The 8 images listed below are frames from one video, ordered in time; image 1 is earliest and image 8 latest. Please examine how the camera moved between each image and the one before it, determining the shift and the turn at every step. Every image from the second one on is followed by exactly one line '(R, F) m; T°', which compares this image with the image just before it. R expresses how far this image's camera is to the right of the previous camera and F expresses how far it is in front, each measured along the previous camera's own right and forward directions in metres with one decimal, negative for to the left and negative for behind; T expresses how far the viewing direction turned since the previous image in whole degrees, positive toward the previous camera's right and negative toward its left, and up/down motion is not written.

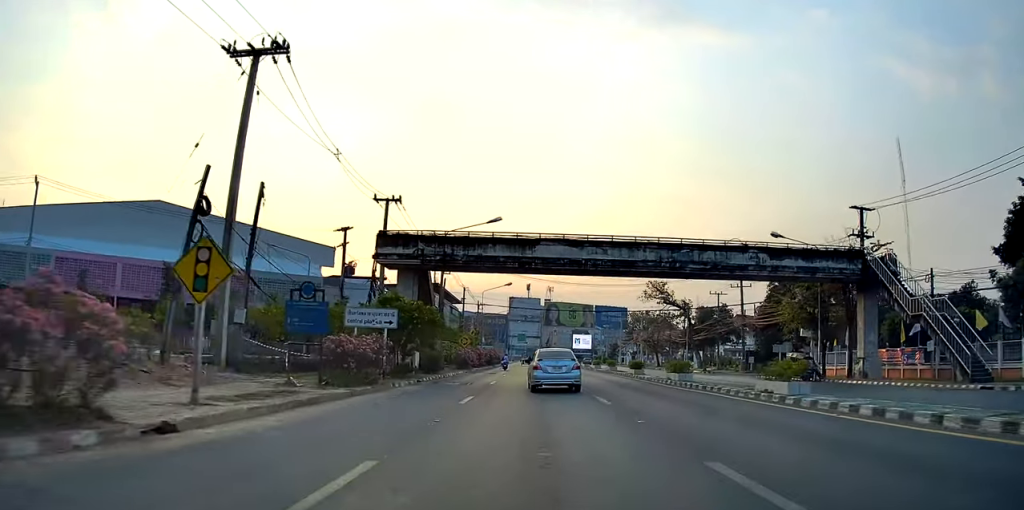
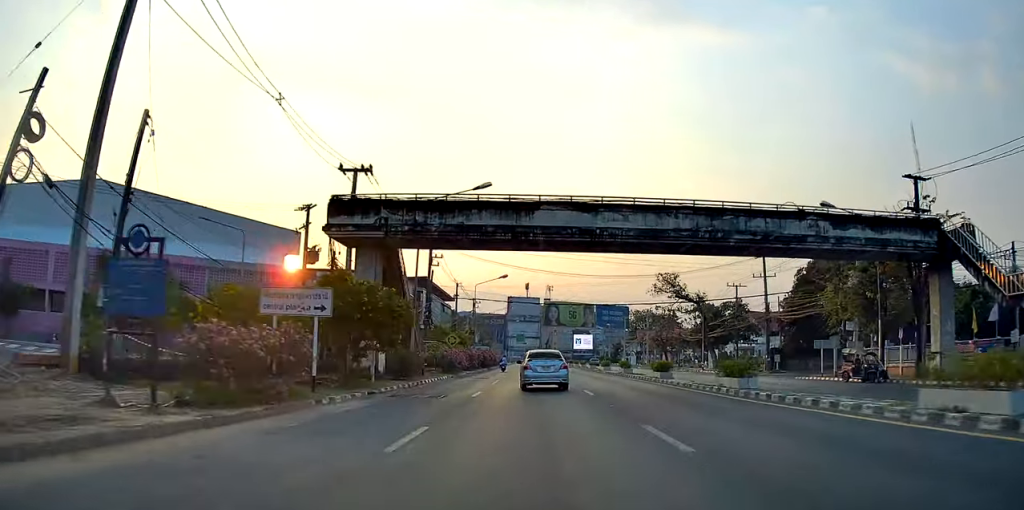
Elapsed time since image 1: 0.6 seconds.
(-0.3, +8.1) m; -2°
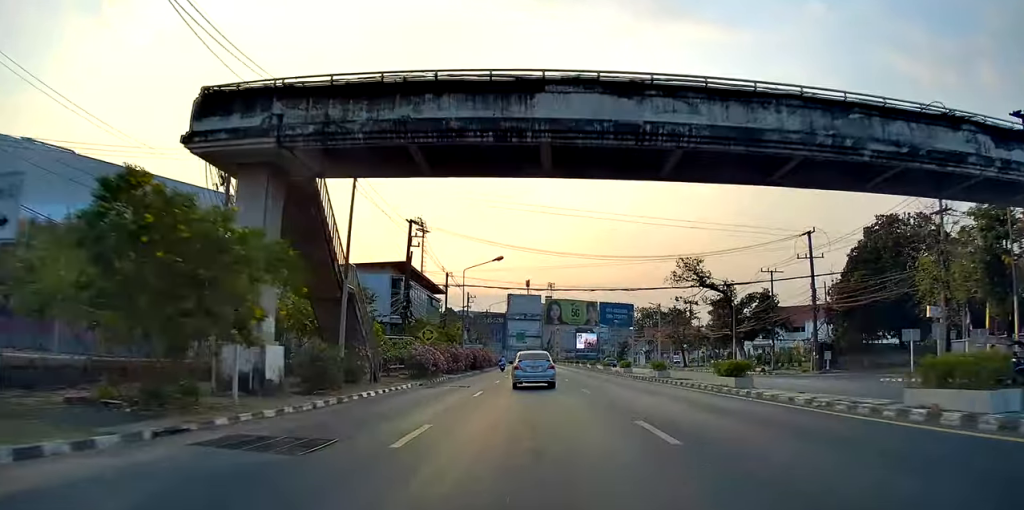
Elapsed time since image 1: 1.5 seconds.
(0.0, +12.0) m; +2°
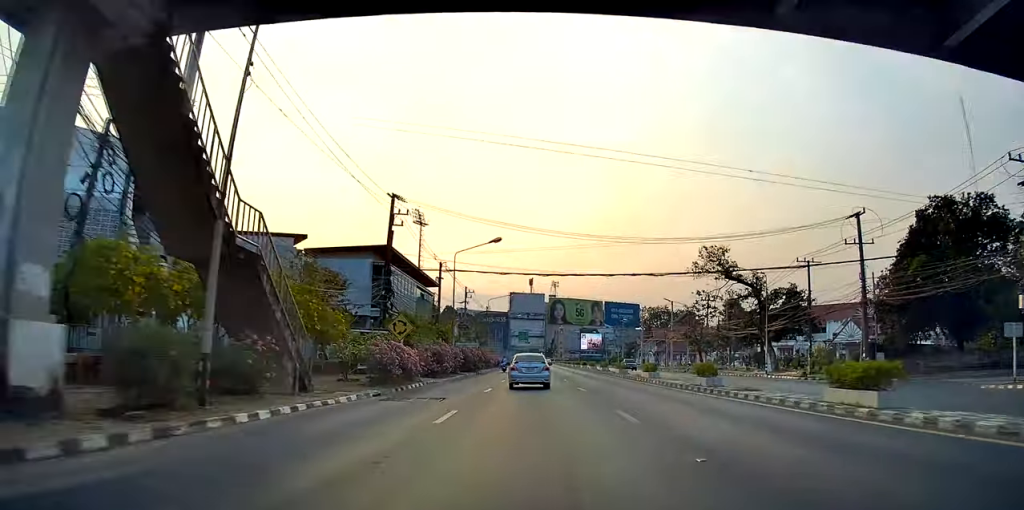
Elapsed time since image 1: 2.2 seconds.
(+0.2, +8.4) m; 0°
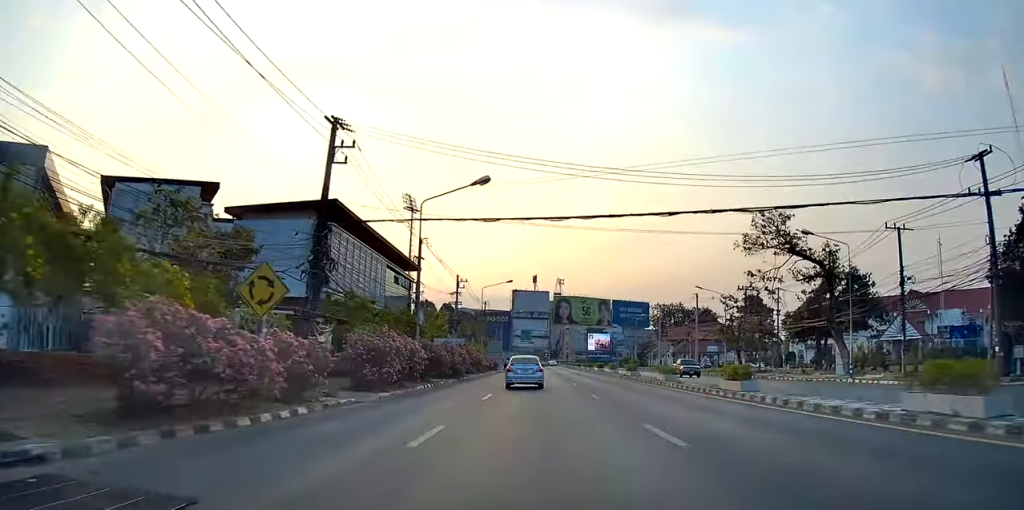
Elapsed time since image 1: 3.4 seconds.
(-0.3, +15.4) m; -1°
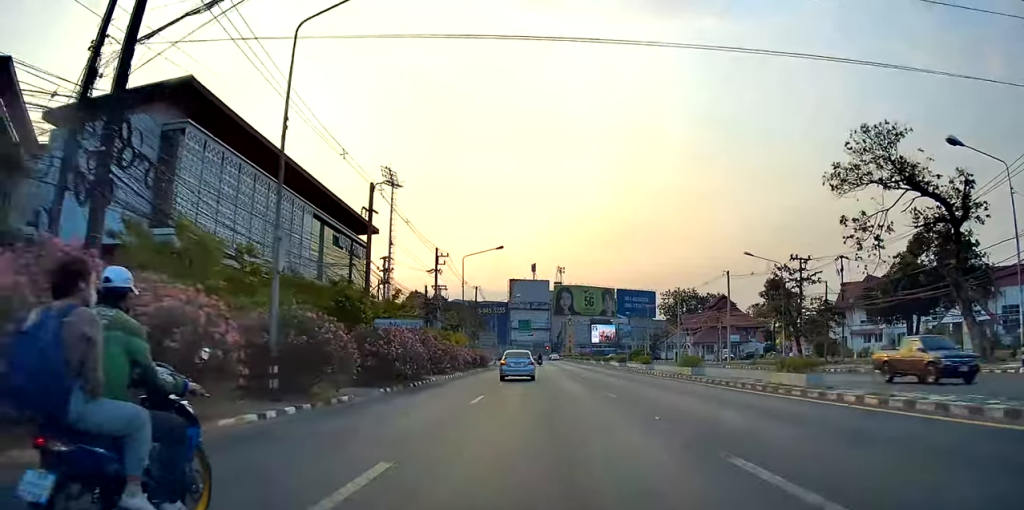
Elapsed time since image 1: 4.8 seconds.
(+0.2, +17.4) m; 0°
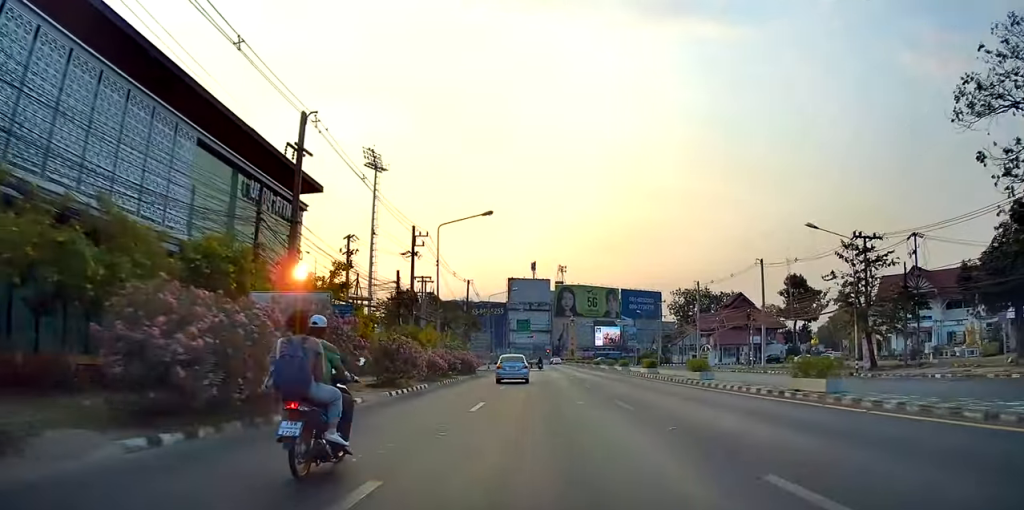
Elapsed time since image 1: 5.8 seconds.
(-0.4, +12.8) m; 0°
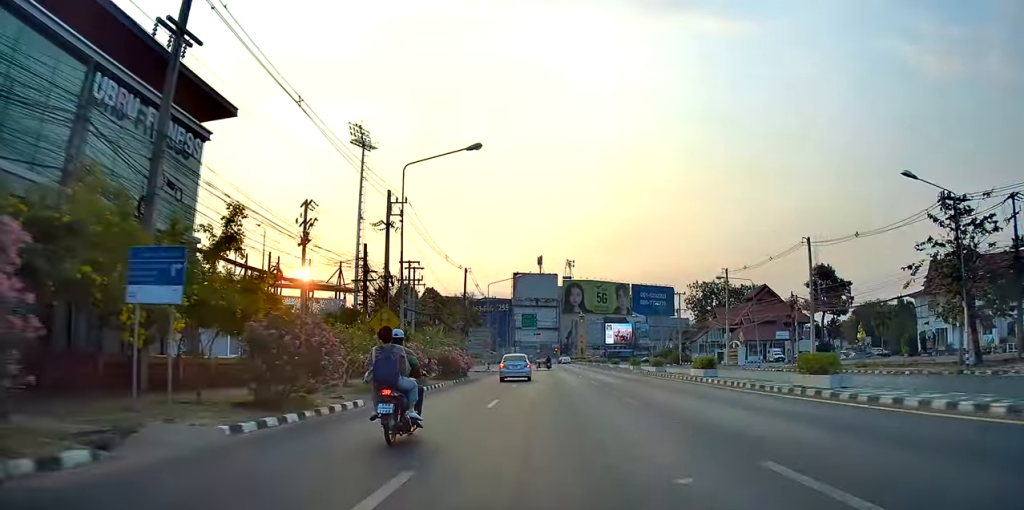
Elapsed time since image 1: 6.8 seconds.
(+0.3, +11.6) m; +1°
